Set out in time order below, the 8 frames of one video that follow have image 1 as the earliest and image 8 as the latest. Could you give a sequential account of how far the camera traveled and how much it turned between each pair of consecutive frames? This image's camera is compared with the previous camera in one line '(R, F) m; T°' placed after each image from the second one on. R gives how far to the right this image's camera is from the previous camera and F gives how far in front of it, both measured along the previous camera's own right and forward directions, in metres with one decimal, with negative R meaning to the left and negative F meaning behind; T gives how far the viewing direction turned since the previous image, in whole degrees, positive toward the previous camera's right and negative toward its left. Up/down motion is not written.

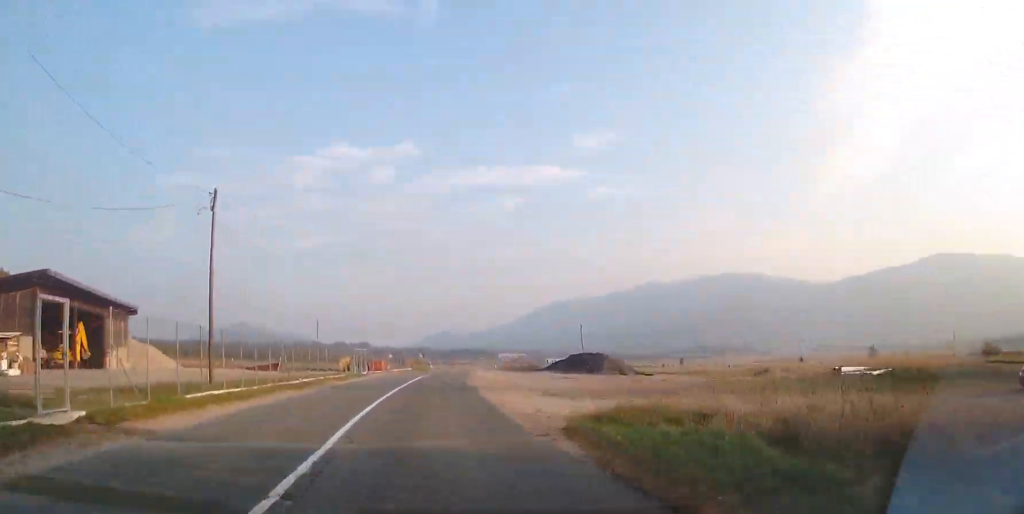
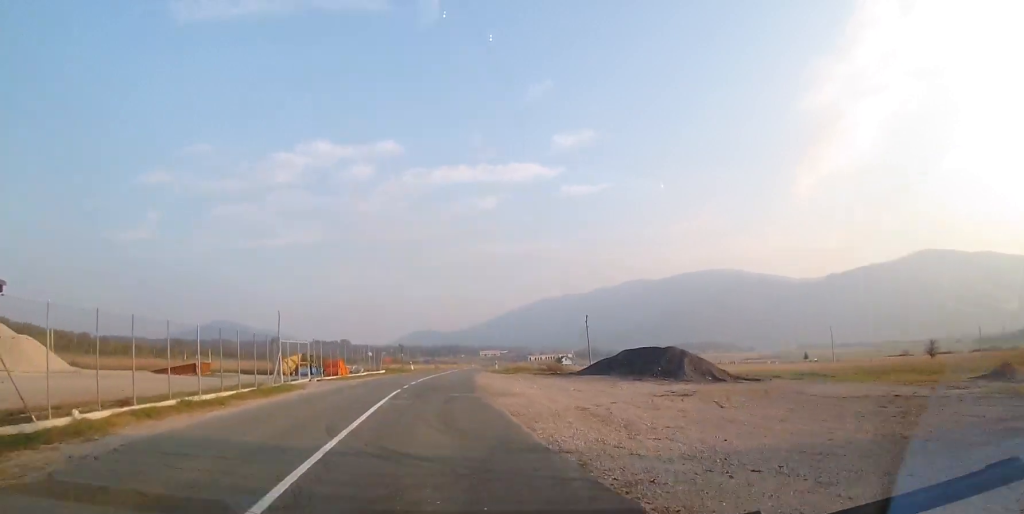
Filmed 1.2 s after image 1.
(+0.4, +19.7) m; +3°
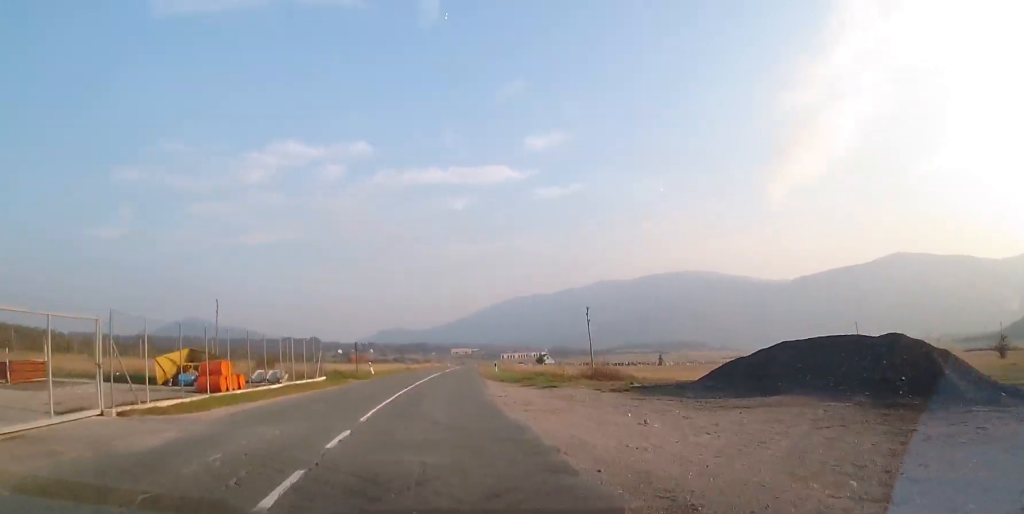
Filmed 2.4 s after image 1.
(+0.5, +20.2) m; +3°
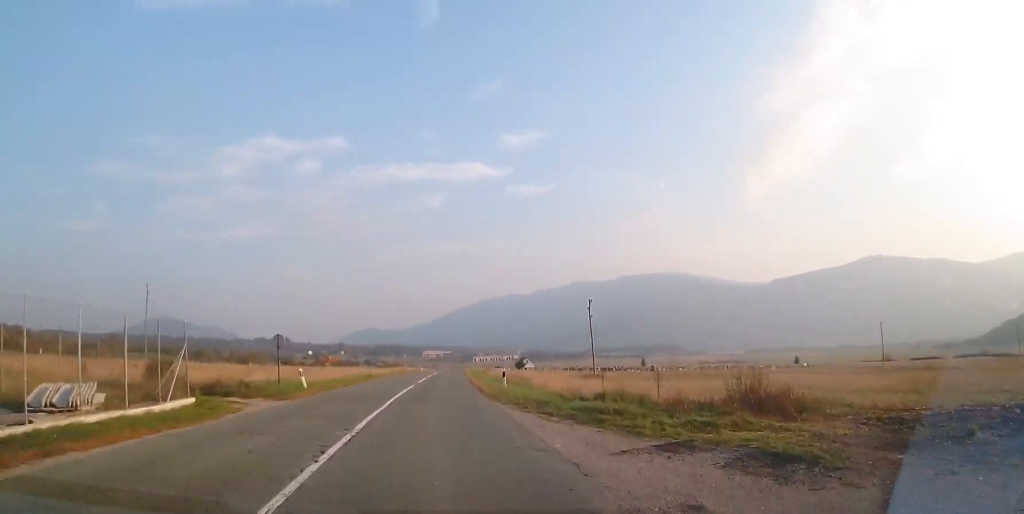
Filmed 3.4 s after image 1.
(+0.3, +16.6) m; +2°
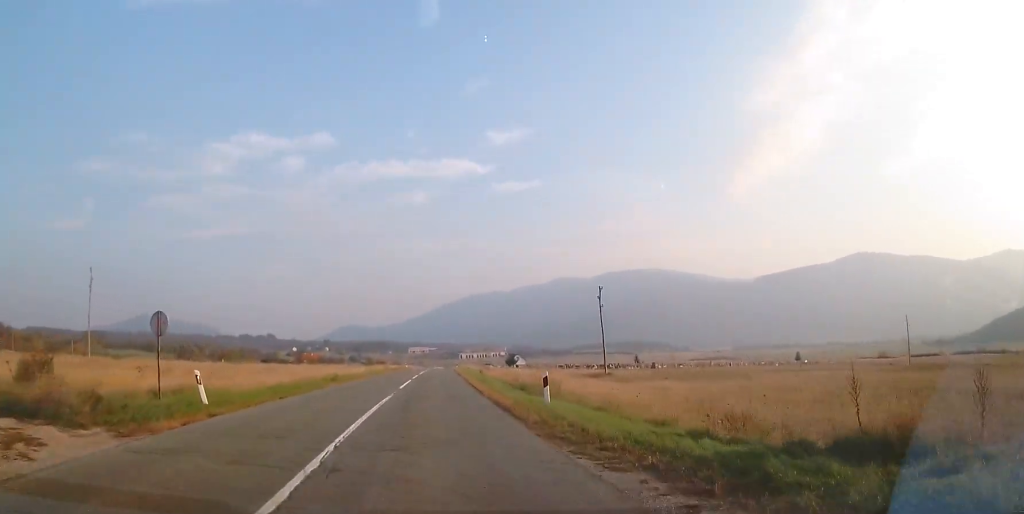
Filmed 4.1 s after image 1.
(+0.2, +11.3) m; +1°
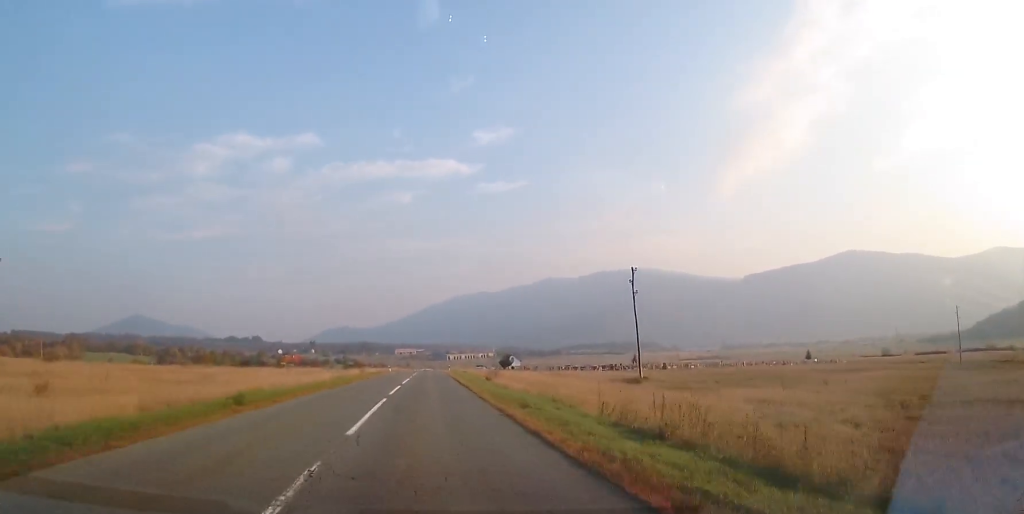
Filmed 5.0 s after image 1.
(+0.2, +15.4) m; +1°
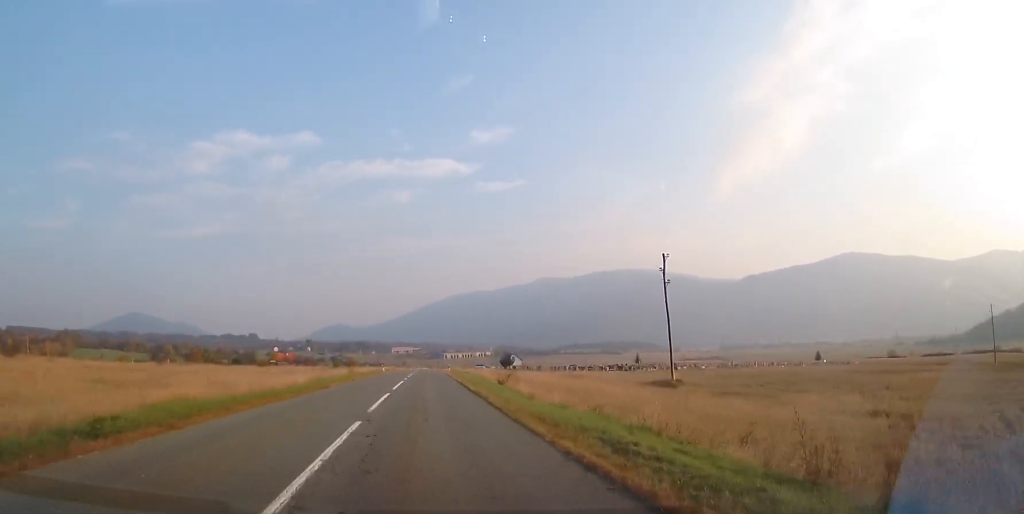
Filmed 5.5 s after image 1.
(0.0, +8.1) m; 0°
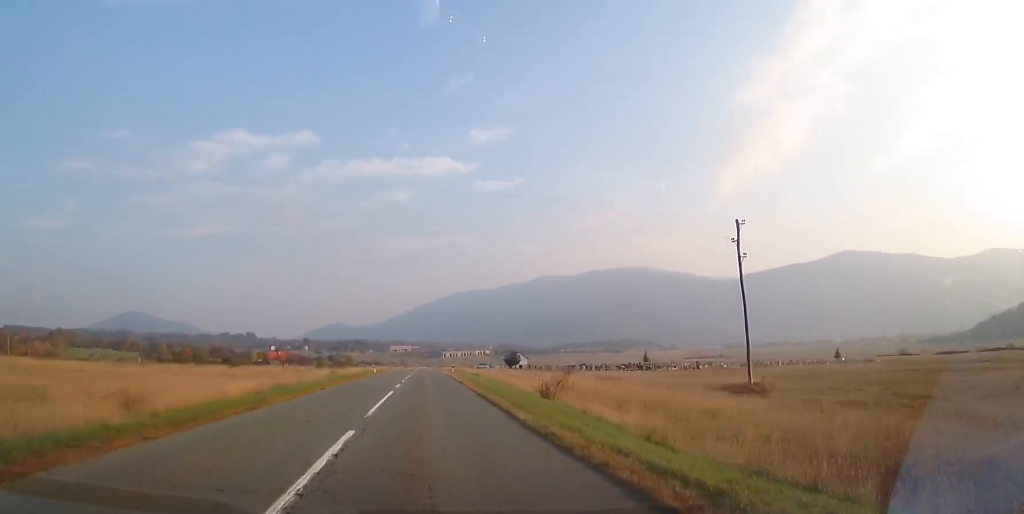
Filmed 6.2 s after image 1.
(0.0, +12.4) m; +1°
